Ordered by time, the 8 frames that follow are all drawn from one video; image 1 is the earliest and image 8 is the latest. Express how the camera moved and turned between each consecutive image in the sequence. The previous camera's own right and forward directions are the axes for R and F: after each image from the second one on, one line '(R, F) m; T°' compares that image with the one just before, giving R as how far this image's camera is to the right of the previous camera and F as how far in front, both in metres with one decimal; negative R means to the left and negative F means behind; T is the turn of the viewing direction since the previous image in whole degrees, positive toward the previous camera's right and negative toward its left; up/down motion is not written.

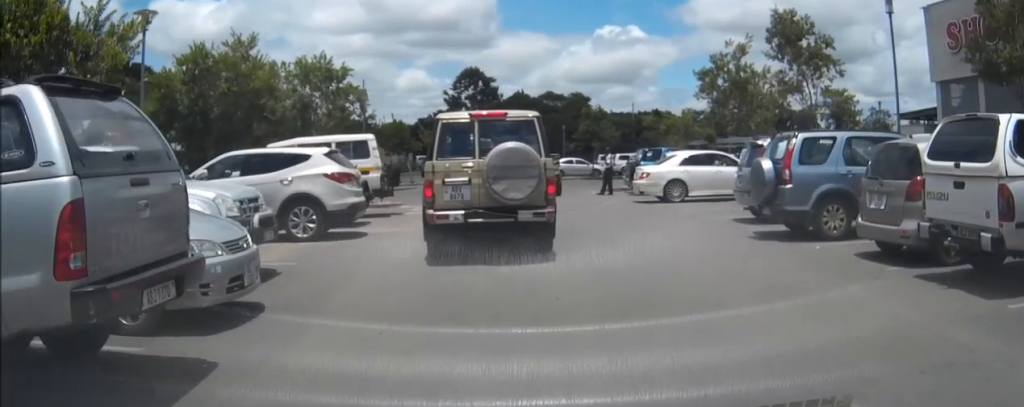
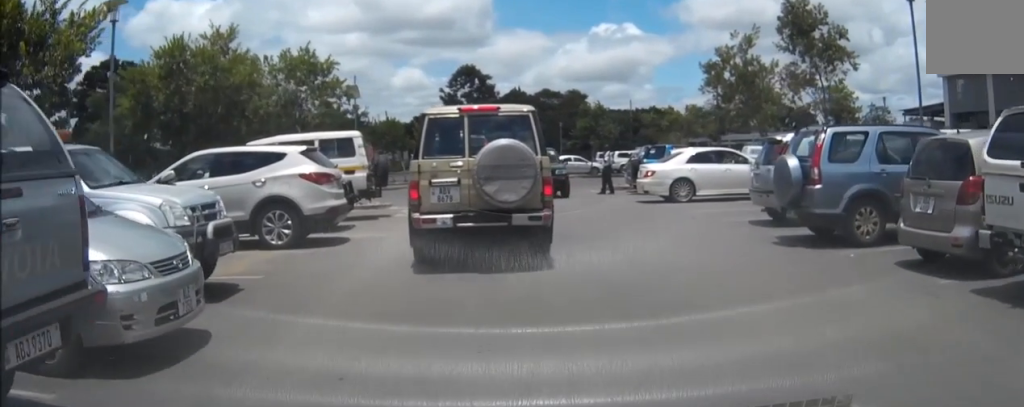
(0.0, +1.4) m; +1°
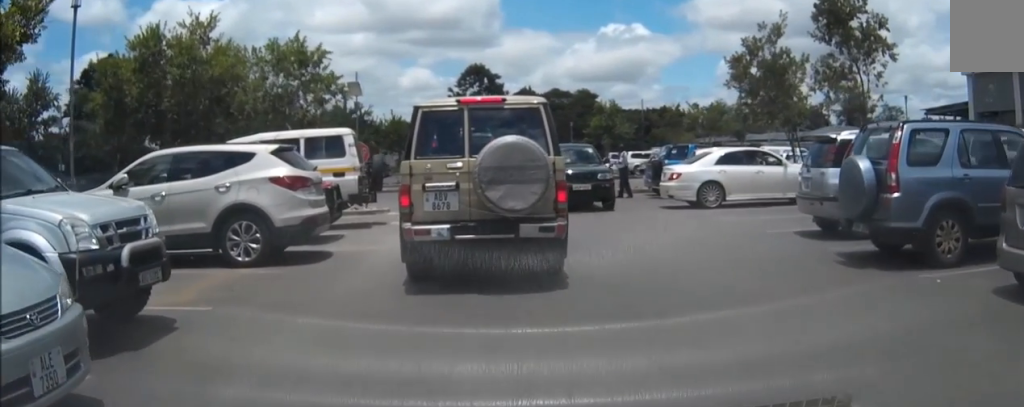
(+0.2, +2.3) m; +1°
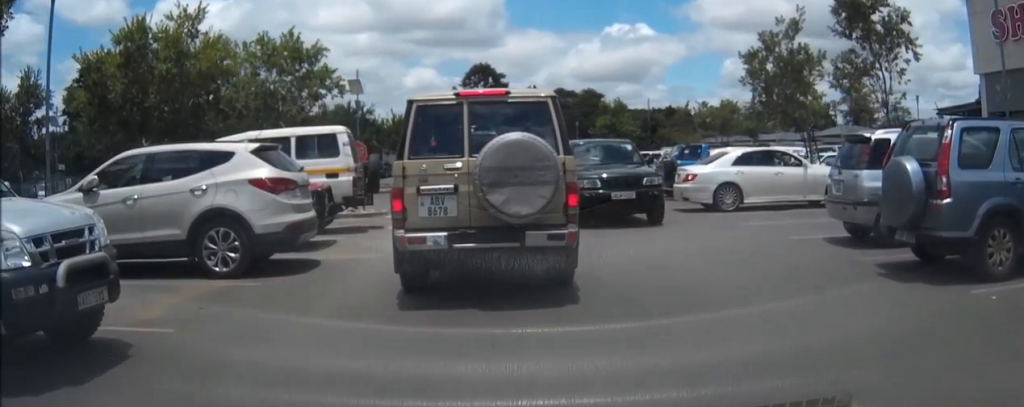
(-0.1, +1.3) m; 0°
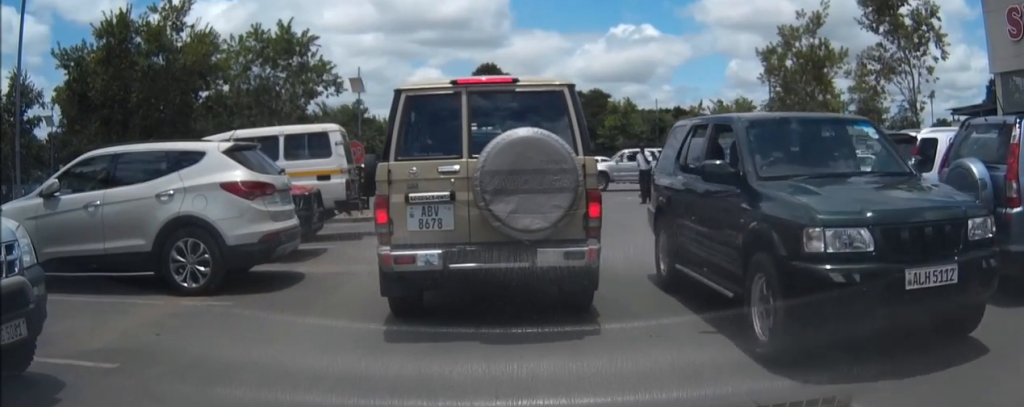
(+0.3, +0.3) m; 0°
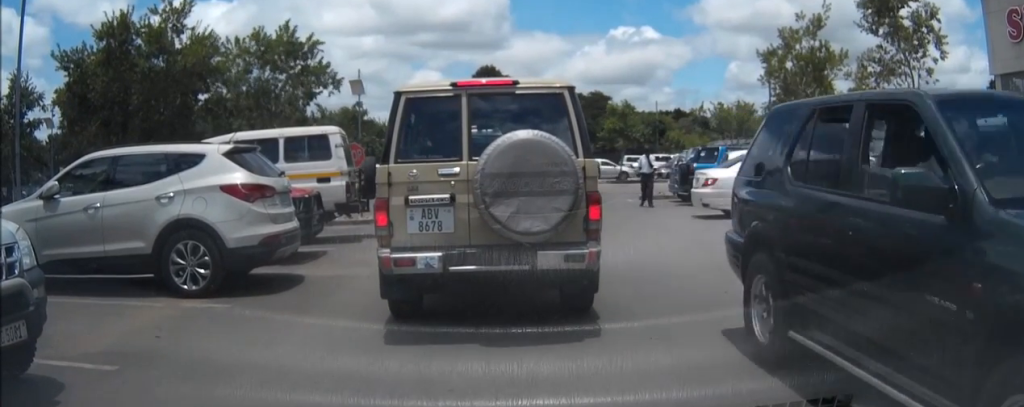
(-0.1, +0.1) m; 0°
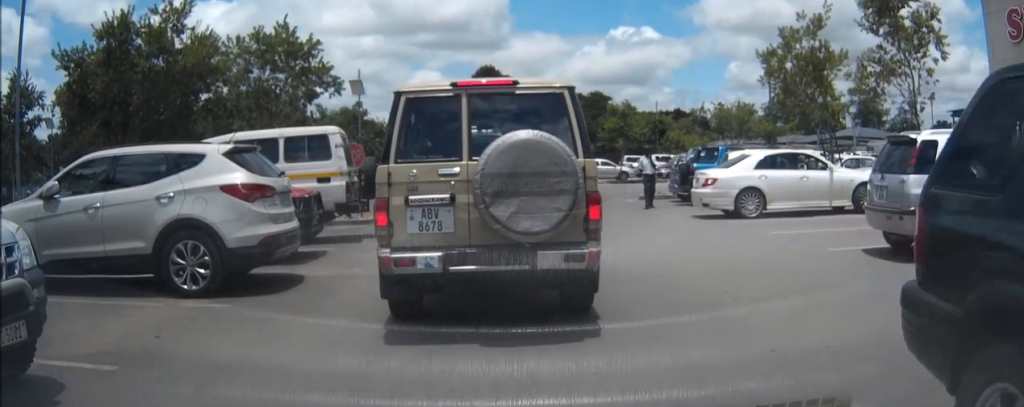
(0.0, +0.1) m; 0°
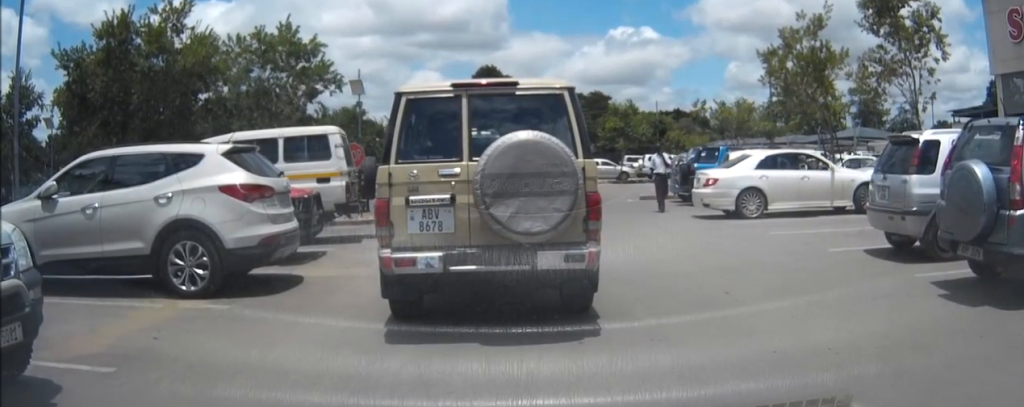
(0.0, +0.1) m; 0°
